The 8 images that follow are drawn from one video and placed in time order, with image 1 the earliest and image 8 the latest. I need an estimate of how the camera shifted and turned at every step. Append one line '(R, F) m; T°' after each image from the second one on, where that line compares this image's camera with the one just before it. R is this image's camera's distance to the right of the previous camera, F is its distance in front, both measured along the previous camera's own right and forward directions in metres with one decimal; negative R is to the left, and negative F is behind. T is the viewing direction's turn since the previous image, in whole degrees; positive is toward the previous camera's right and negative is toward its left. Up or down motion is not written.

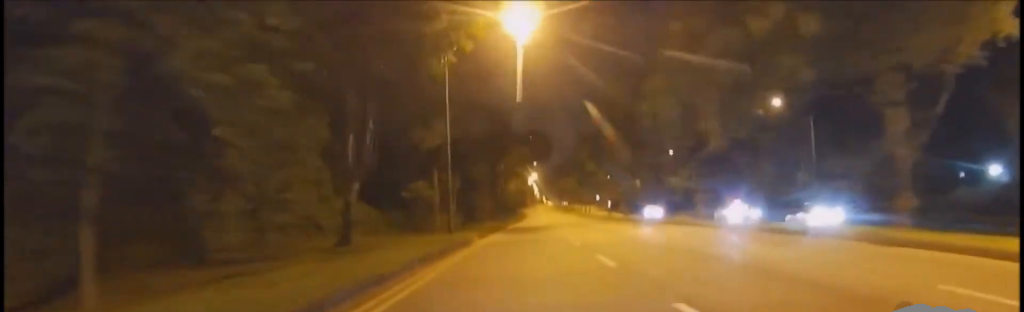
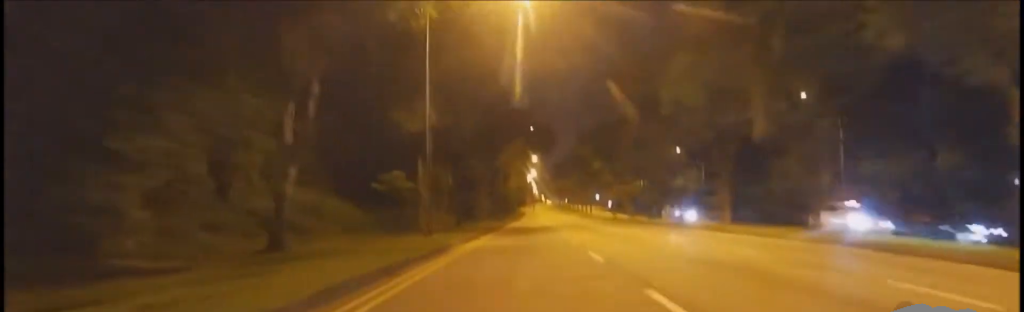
(-0.2, +5.0) m; 0°
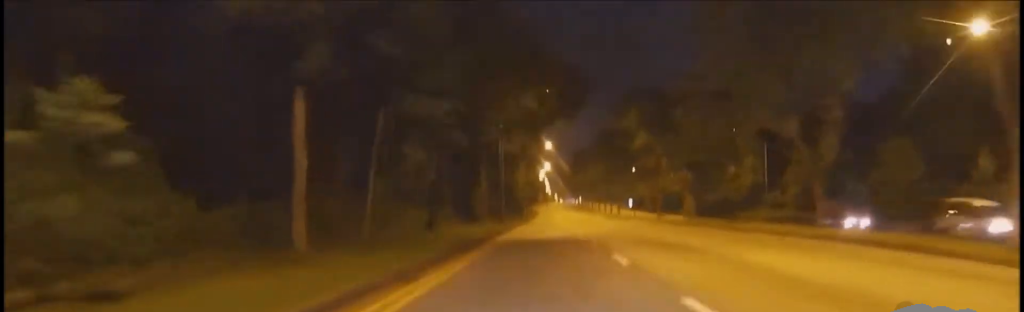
(+0.2, +18.8) m; +2°
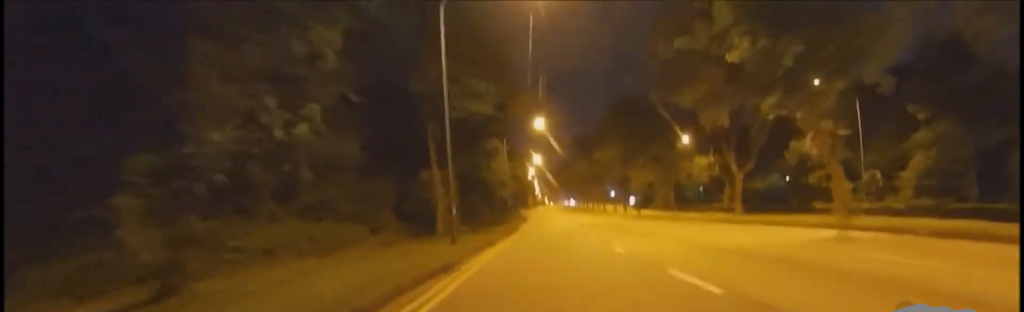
(-0.7, +21.8) m; -2°
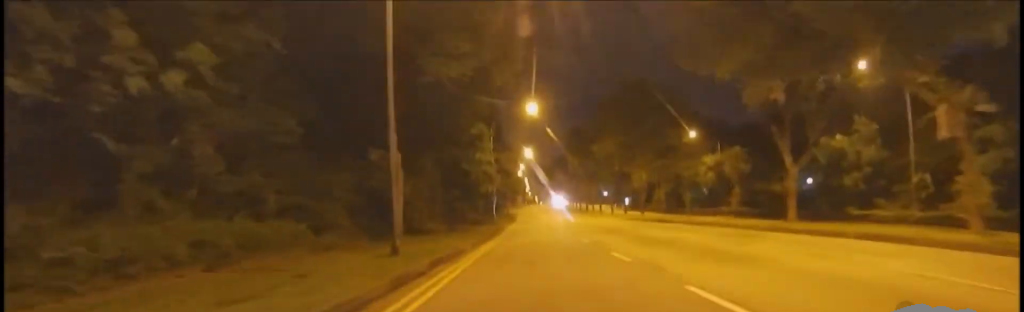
(+0.2, +7.4) m; +1°
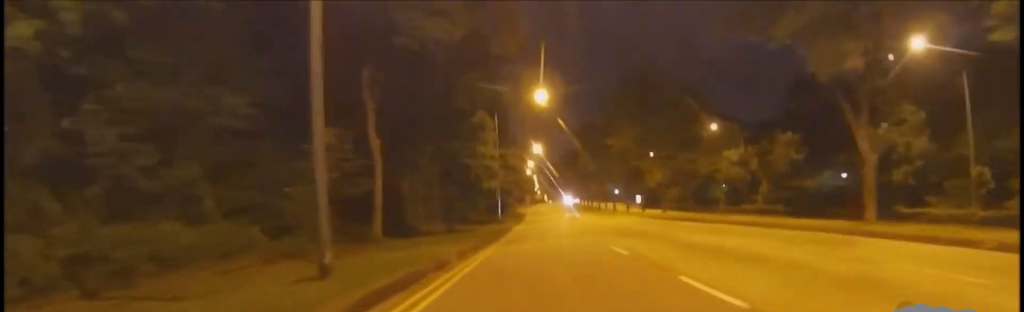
(+0.1, +5.1) m; +1°
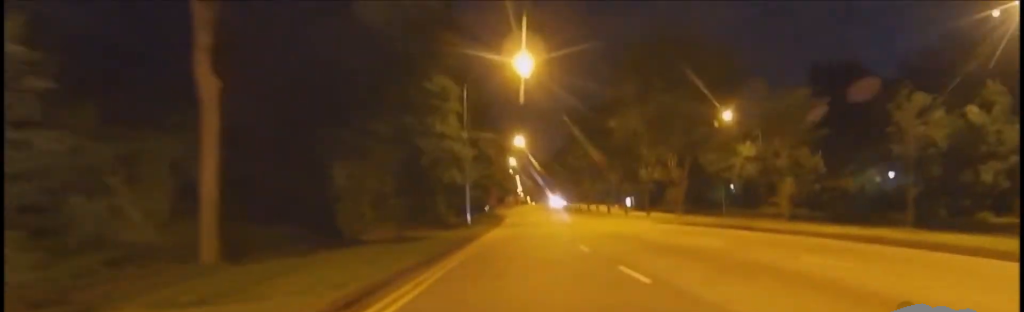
(0.0, +10.2) m; -2°
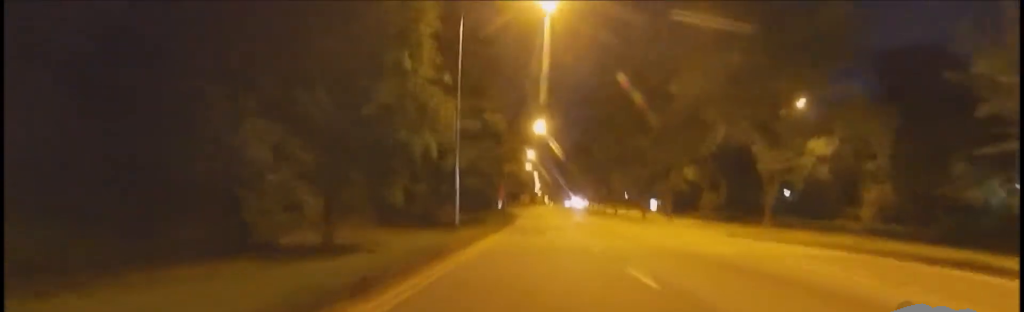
(-0.3, +11.1) m; 0°
